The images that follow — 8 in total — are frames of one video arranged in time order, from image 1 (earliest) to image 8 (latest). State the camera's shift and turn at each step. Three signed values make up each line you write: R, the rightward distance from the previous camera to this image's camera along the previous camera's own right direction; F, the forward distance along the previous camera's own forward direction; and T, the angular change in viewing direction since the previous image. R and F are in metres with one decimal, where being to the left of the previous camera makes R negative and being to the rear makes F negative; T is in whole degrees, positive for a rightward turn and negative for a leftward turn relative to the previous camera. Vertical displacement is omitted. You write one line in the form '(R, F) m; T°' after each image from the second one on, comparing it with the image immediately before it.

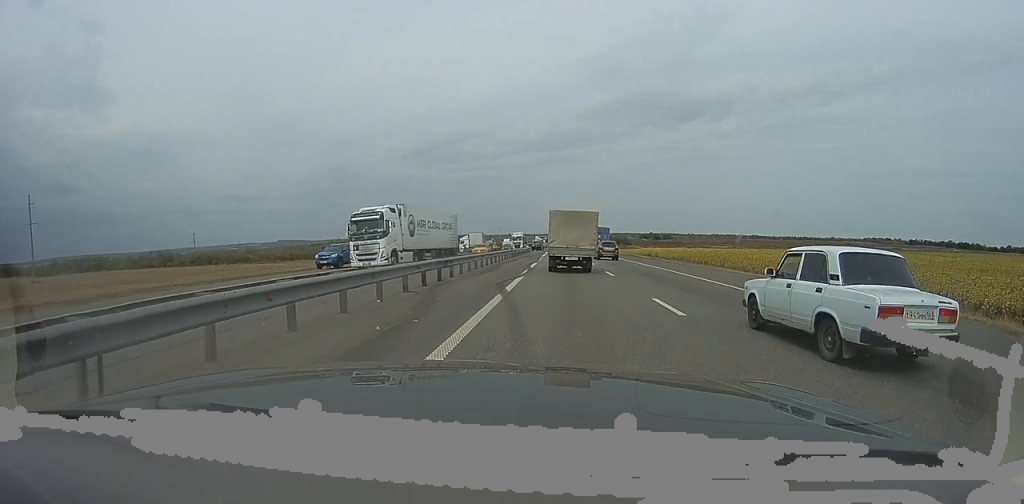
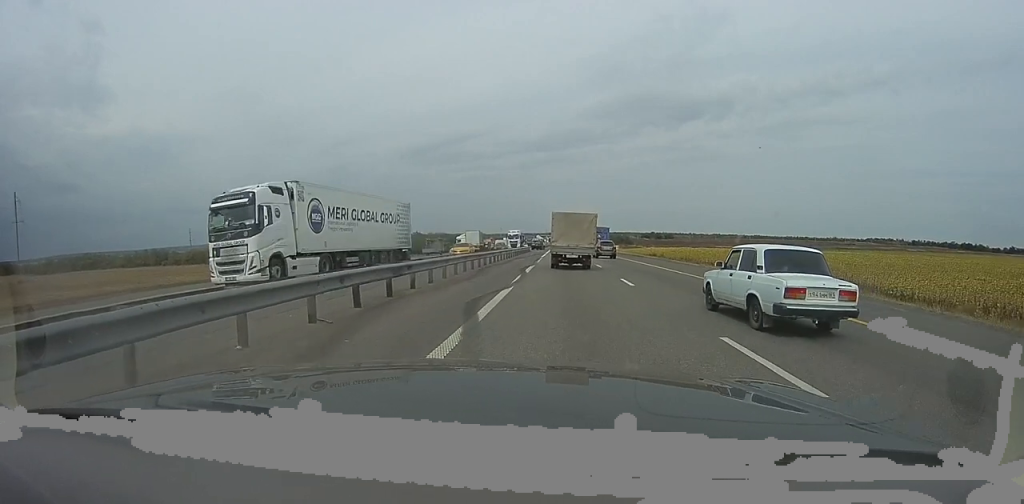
(0.0, +5.6) m; 0°
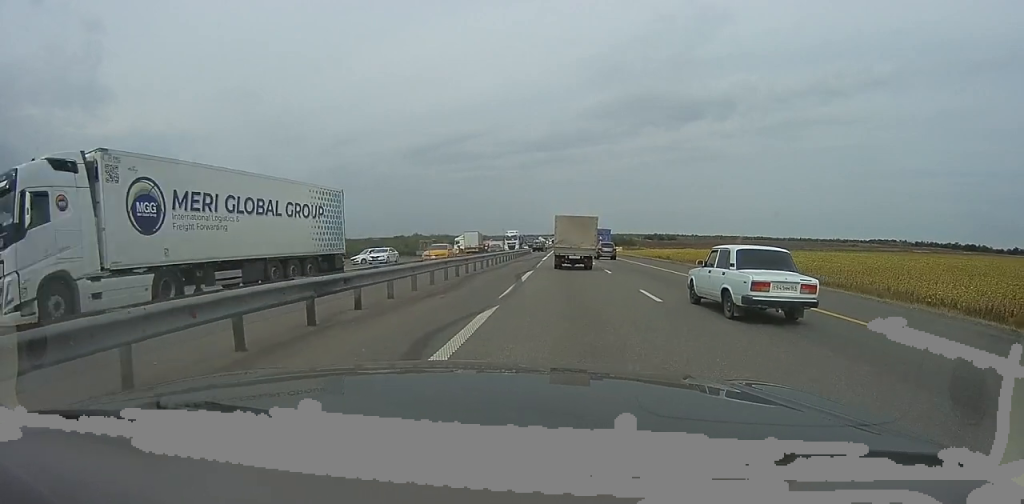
(0.0, +4.0) m; 0°
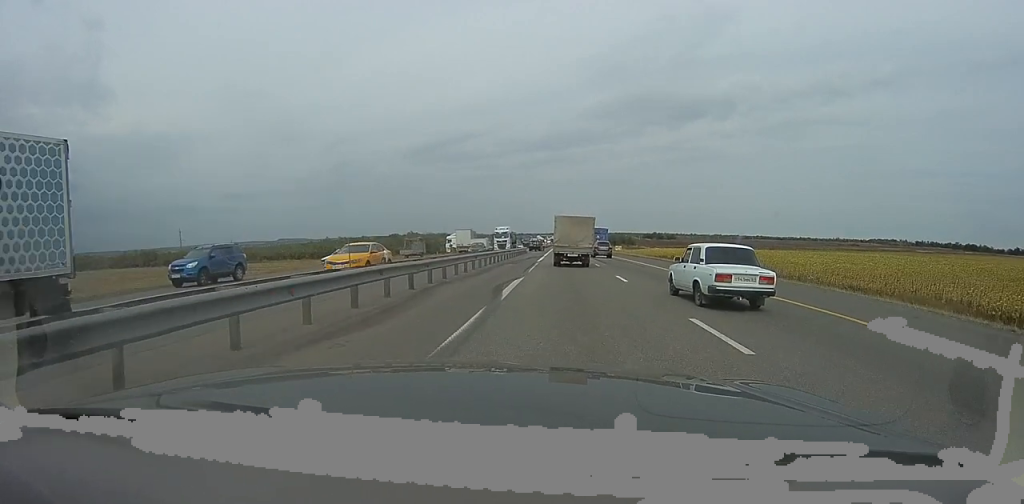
(0.0, +6.0) m; 0°
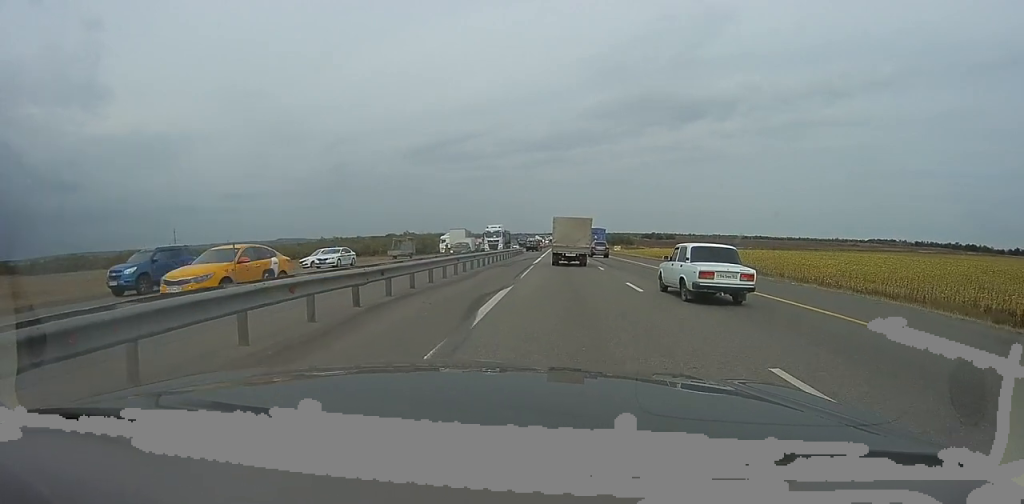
(0.0, +3.8) m; 0°
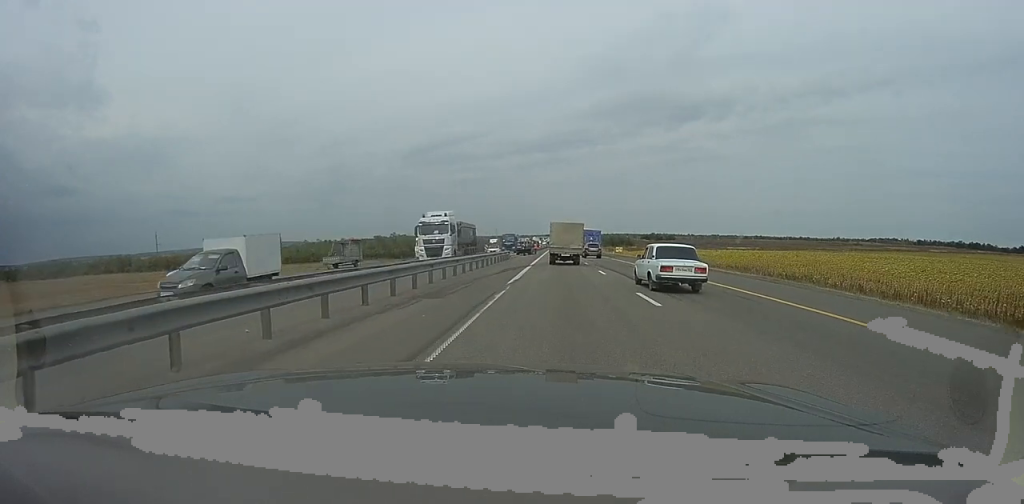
(0.0, +14.8) m; 0°
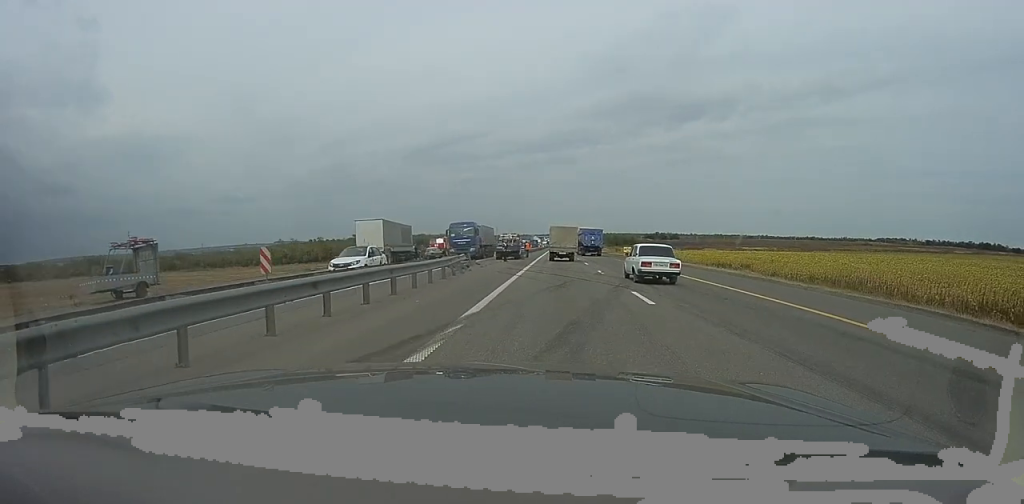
(0.0, +23.0) m; 0°
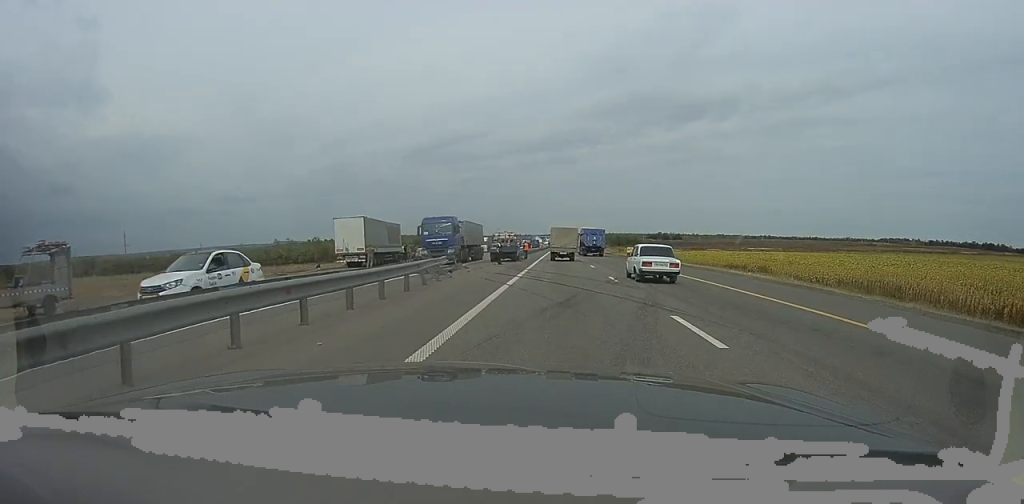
(0.0, +4.7) m; 0°
